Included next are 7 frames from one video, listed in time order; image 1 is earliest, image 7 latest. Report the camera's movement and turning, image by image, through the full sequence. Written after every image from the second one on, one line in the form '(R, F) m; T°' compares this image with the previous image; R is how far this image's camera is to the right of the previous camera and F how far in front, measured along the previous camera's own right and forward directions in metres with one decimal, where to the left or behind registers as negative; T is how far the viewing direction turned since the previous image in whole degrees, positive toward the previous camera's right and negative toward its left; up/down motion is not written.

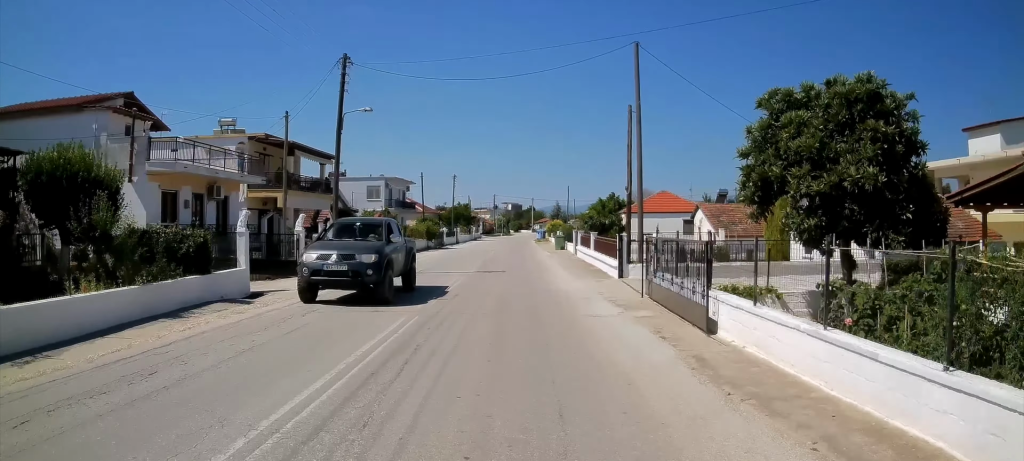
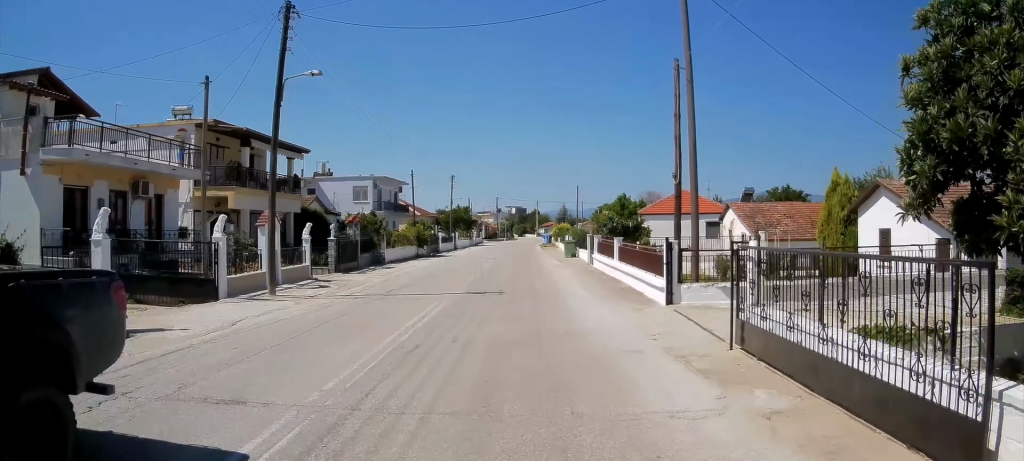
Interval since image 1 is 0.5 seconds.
(-0.1, +6.3) m; -1°
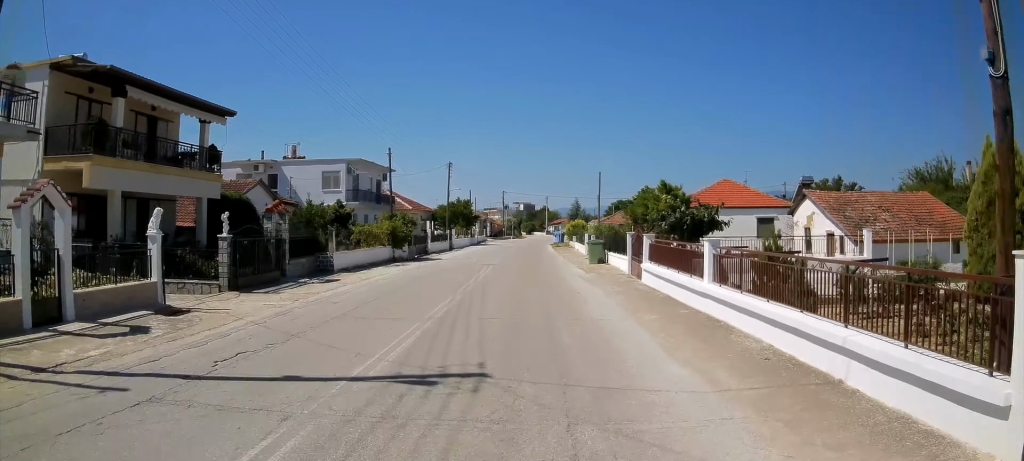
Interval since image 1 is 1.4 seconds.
(-0.2, +10.5) m; -1°
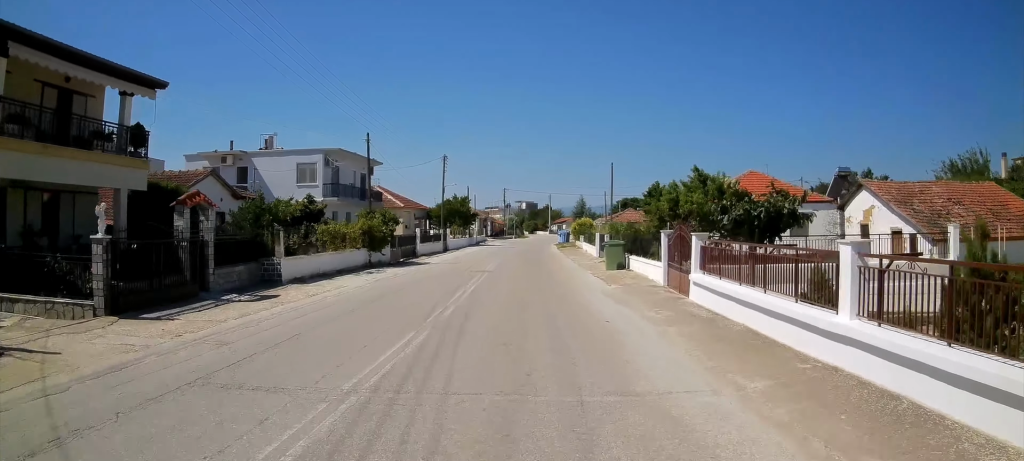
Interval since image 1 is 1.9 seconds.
(0.0, +5.4) m; 0°
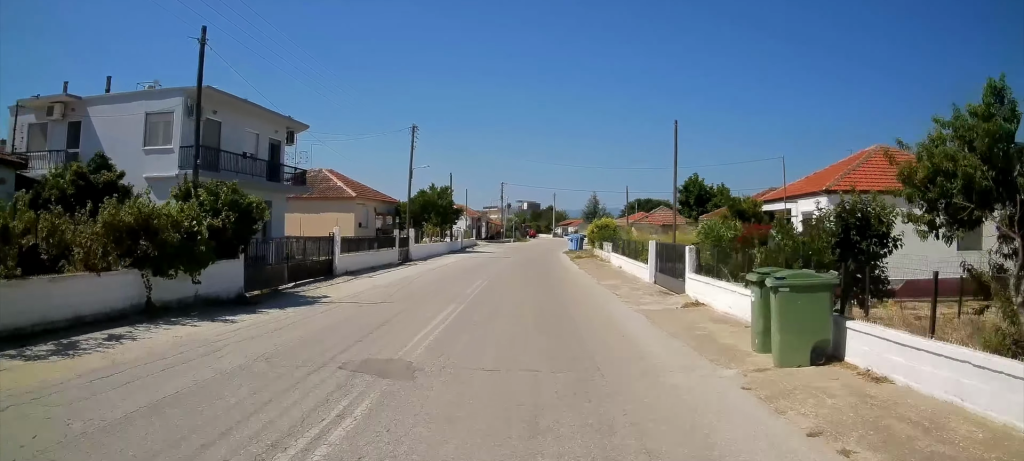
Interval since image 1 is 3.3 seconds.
(+0.1, +16.3) m; 0°
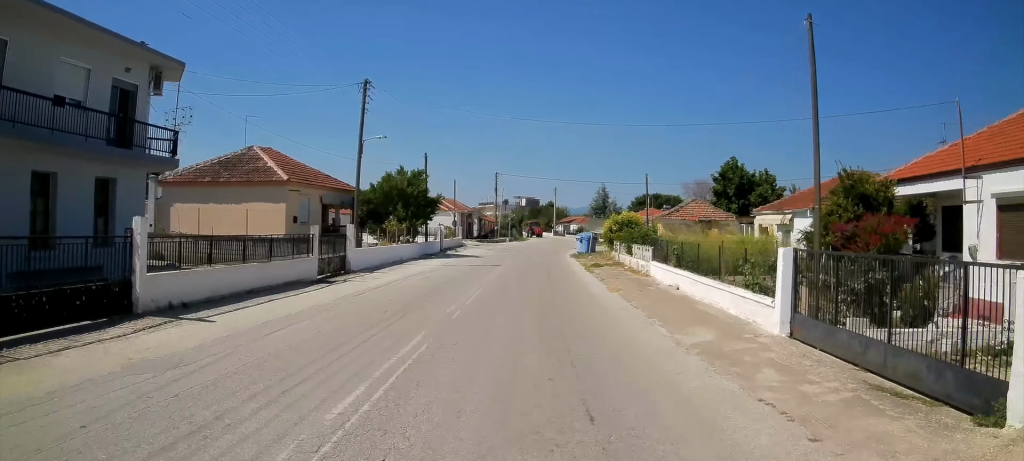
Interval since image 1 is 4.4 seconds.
(0.0, +12.1) m; 0°
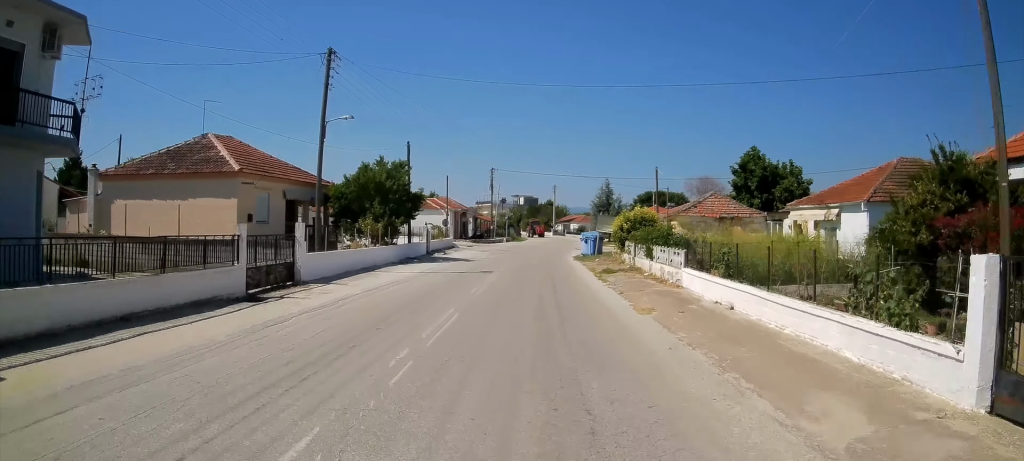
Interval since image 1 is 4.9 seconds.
(-0.1, +5.2) m; +1°
